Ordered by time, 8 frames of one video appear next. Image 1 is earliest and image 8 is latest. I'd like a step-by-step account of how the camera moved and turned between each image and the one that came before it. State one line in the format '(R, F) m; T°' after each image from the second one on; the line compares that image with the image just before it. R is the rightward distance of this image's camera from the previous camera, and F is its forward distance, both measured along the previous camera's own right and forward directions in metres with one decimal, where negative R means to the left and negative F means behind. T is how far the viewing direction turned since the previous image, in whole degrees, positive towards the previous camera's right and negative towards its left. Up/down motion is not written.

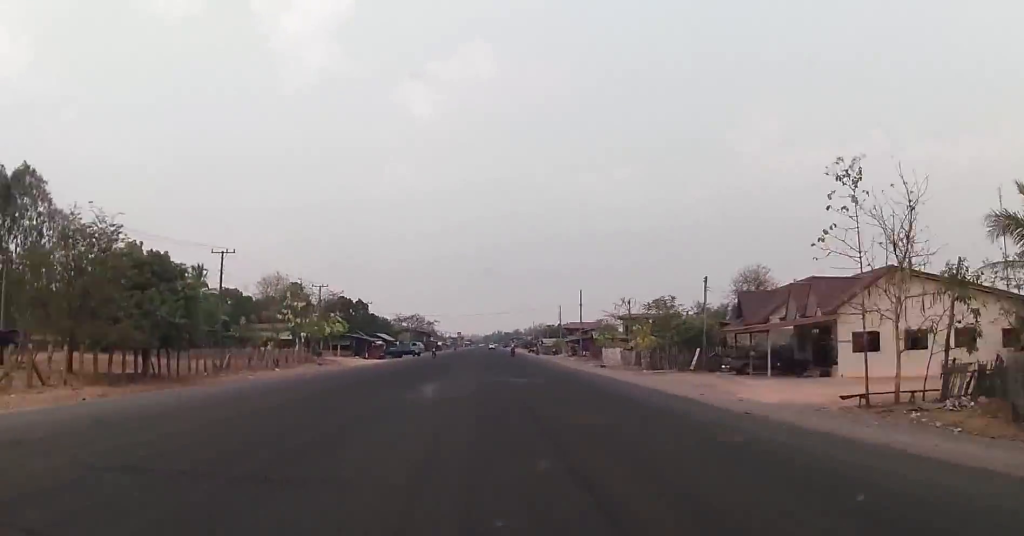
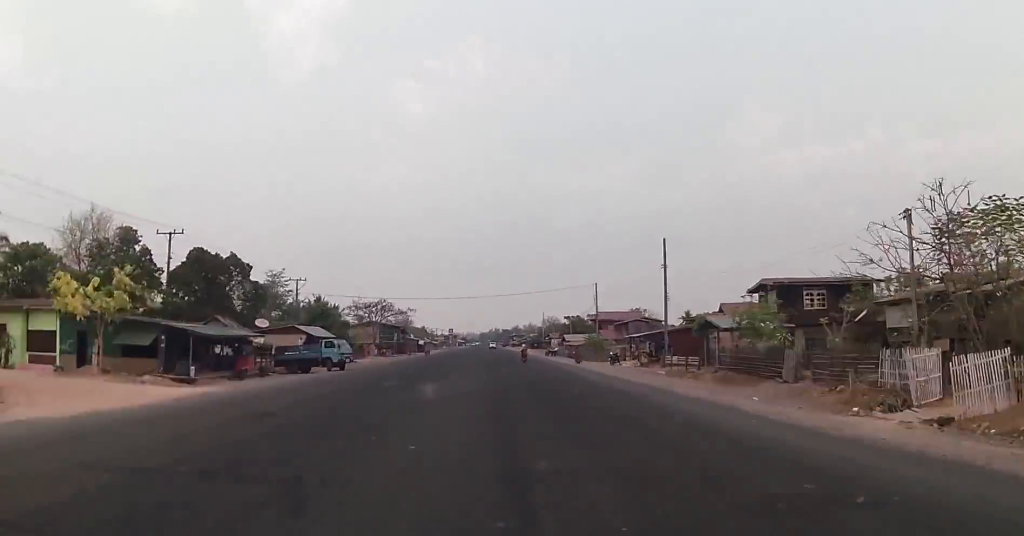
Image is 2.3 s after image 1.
(0.0, +51.6) m; 0°
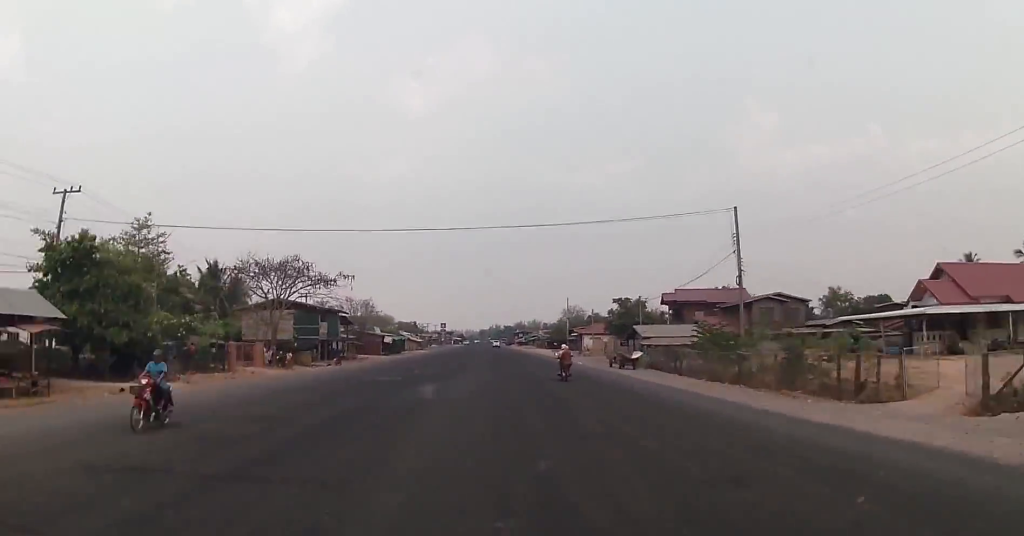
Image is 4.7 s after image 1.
(-0.1, +54.2) m; 0°
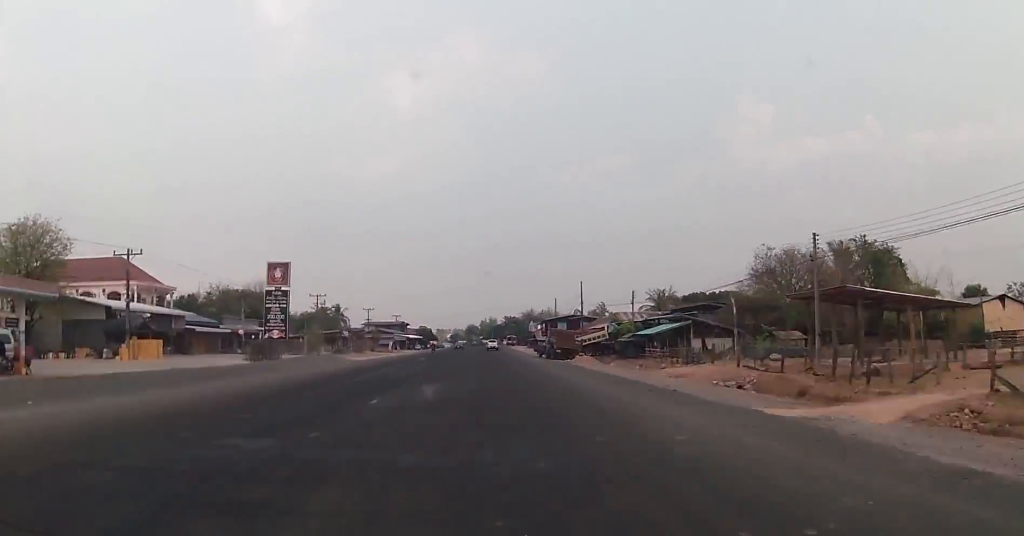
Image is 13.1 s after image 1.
(+2.4, +183.5) m; +1°
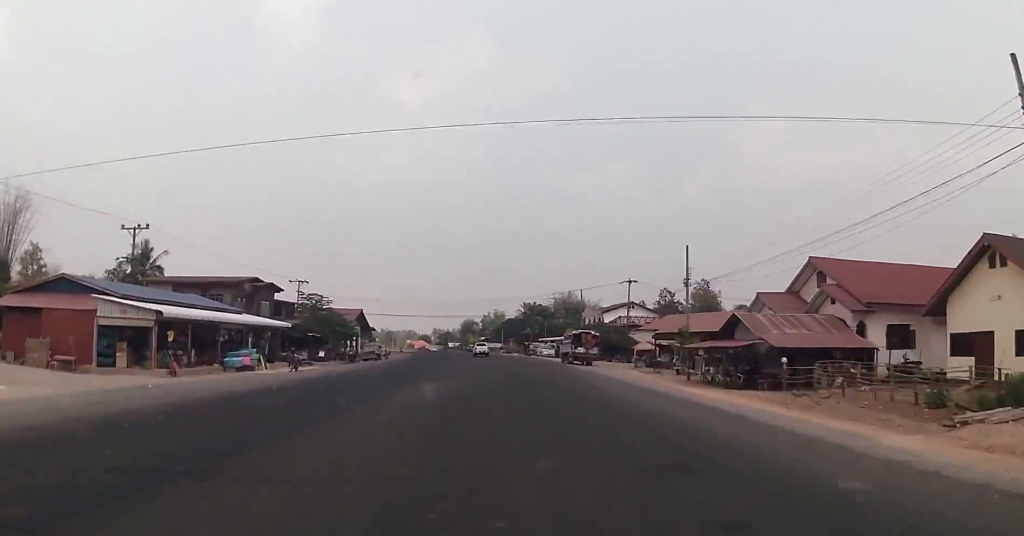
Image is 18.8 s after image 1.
(-1.3, +121.4) m; -2°
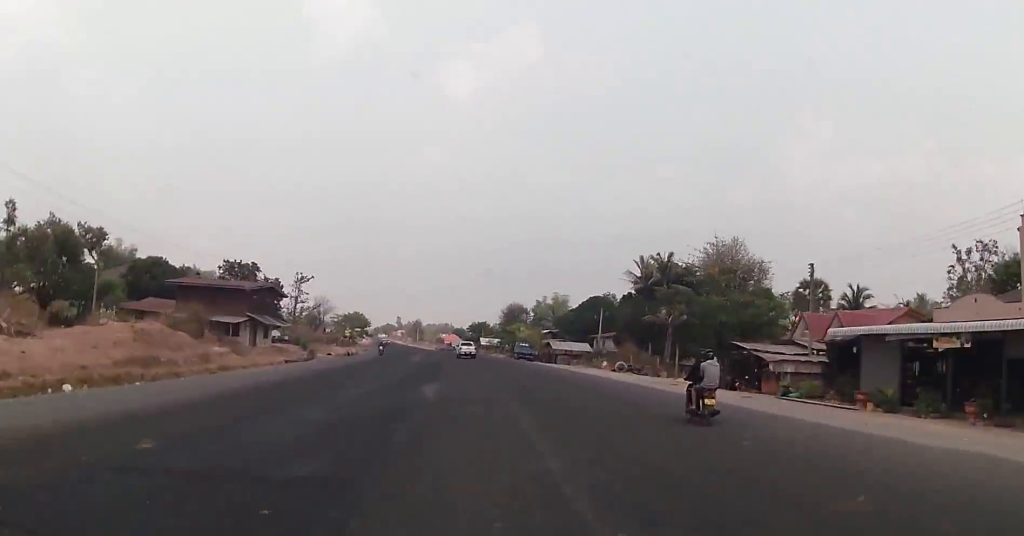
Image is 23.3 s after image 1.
(-2.4, +96.8) m; -4°
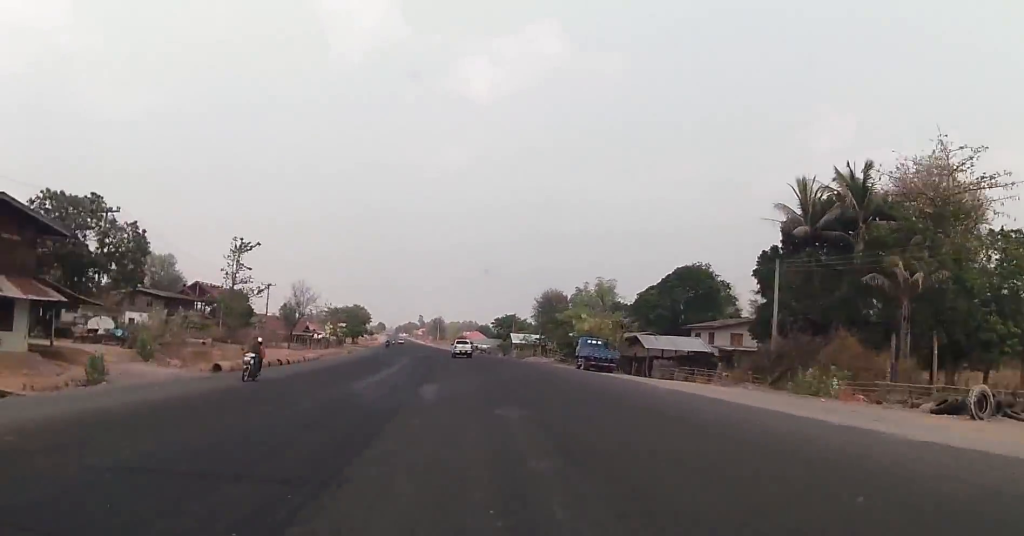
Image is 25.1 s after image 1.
(0.0, +37.5) m; -2°
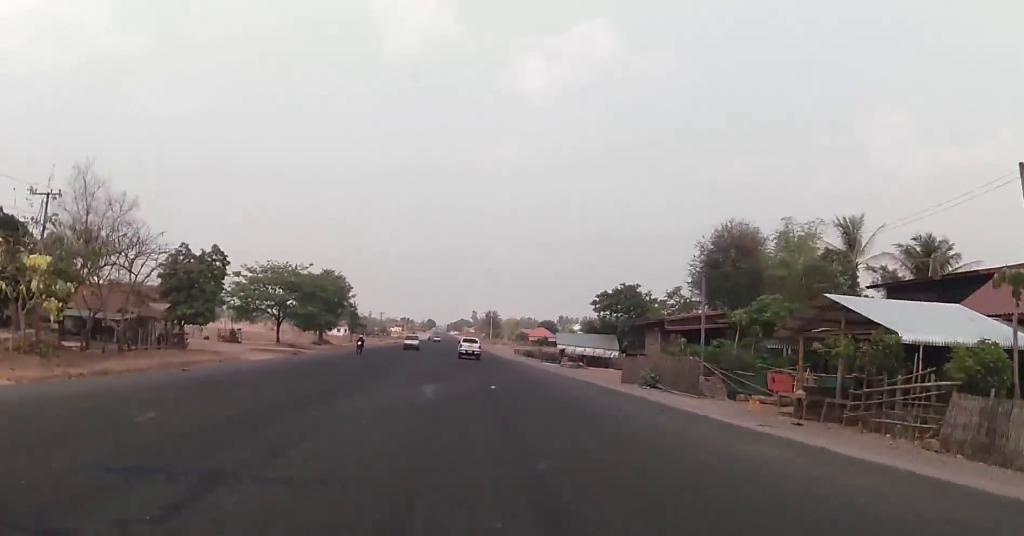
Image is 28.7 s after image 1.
(-2.8, +80.1) m; -4°
